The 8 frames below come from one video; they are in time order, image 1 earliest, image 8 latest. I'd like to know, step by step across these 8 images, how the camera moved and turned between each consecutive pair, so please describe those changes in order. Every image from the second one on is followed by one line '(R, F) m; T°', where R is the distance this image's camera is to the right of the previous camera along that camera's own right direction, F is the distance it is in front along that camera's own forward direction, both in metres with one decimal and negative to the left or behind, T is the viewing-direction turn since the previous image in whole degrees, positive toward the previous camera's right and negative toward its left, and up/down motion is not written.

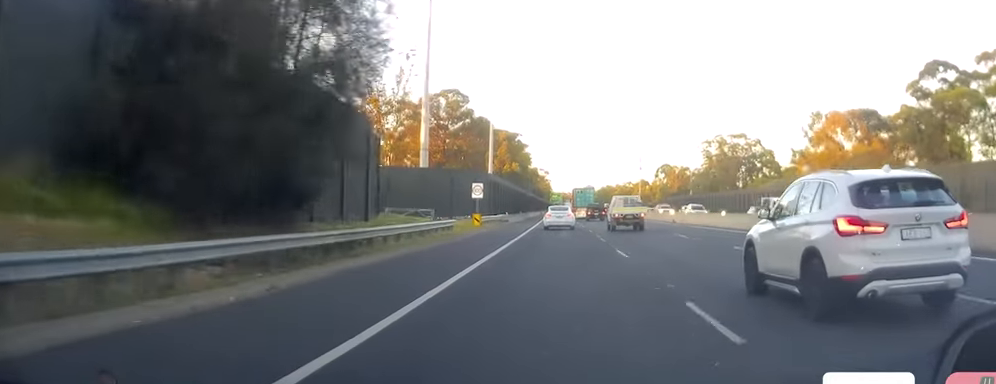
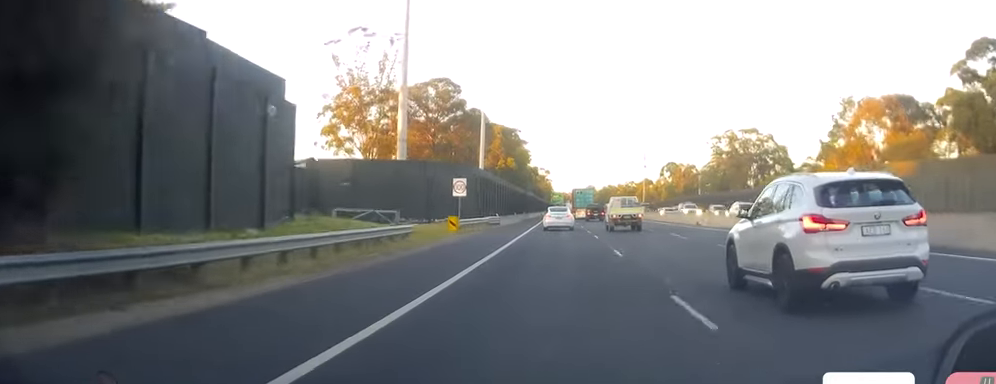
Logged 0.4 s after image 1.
(0.0, +11.2) m; 0°
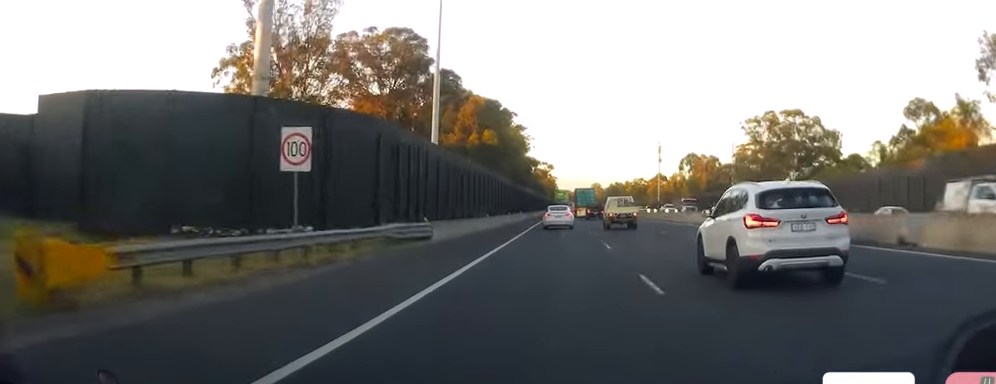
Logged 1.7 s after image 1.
(-0.3, +32.6) m; 0°
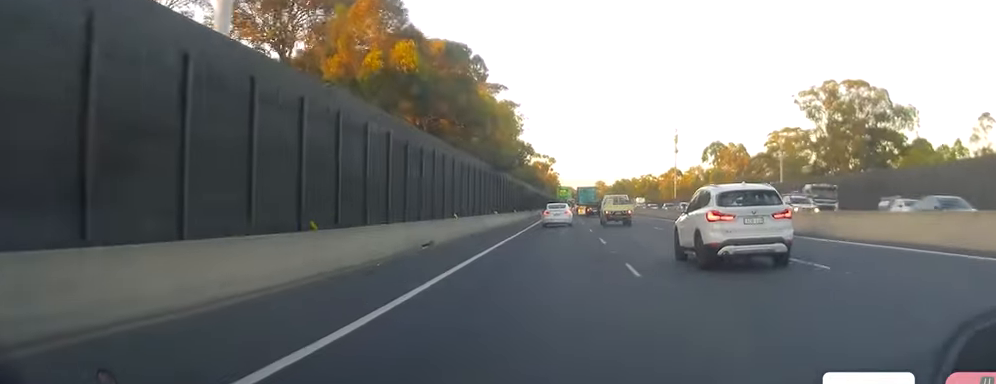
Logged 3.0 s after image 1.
(+0.6, +33.4) m; 0°
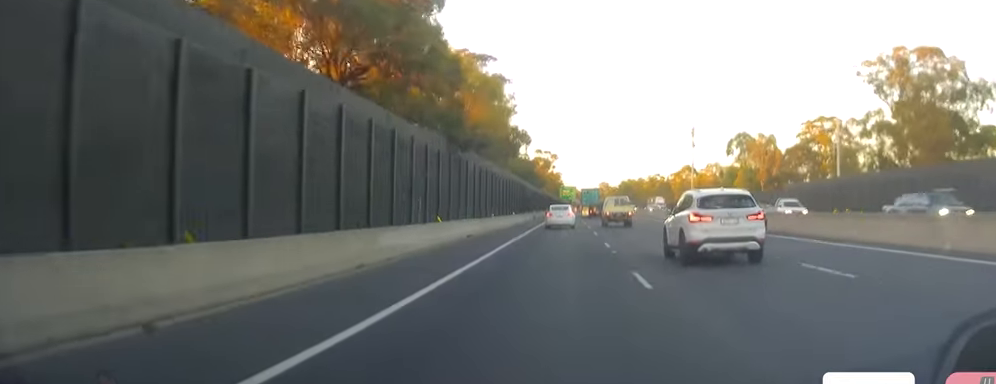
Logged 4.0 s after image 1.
(-0.6, +24.9) m; -2°
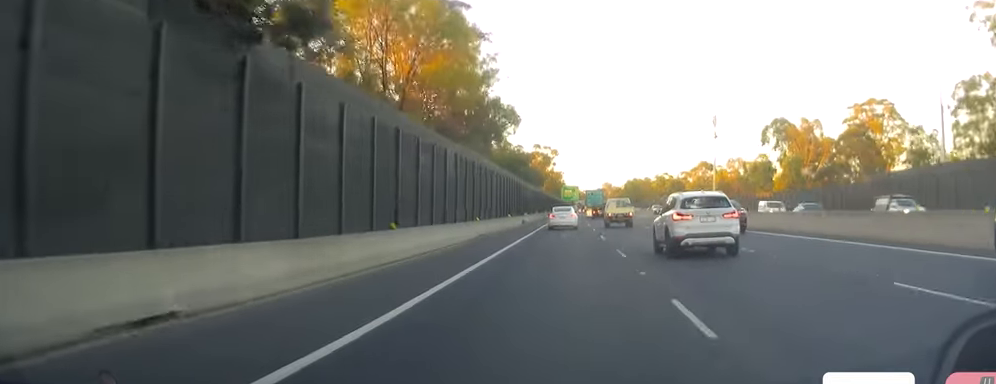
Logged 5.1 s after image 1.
(-0.4, +28.5) m; 0°
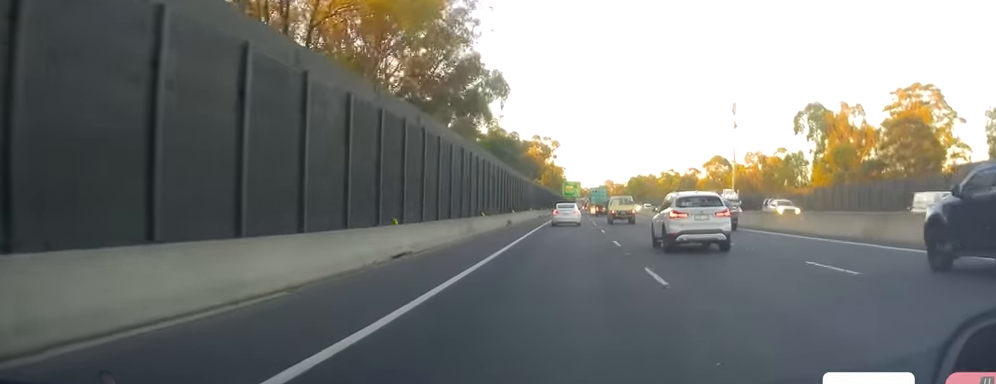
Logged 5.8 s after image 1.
(+0.2, +19.1) m; +1°
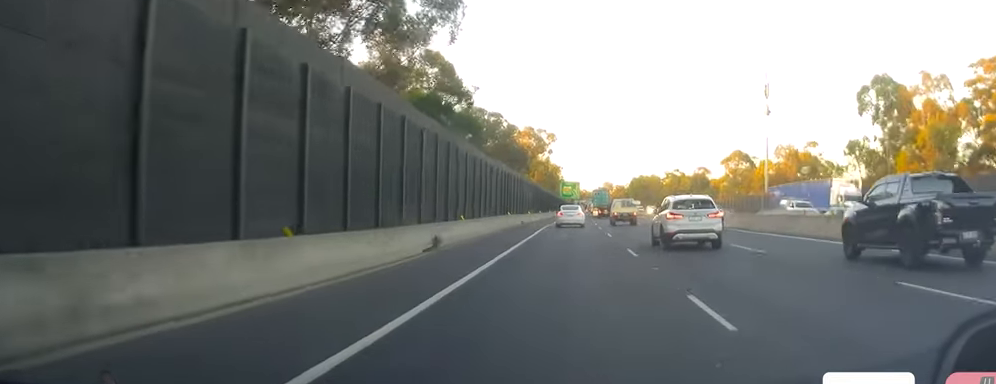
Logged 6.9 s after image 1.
(+0.4, +28.6) m; +1°
